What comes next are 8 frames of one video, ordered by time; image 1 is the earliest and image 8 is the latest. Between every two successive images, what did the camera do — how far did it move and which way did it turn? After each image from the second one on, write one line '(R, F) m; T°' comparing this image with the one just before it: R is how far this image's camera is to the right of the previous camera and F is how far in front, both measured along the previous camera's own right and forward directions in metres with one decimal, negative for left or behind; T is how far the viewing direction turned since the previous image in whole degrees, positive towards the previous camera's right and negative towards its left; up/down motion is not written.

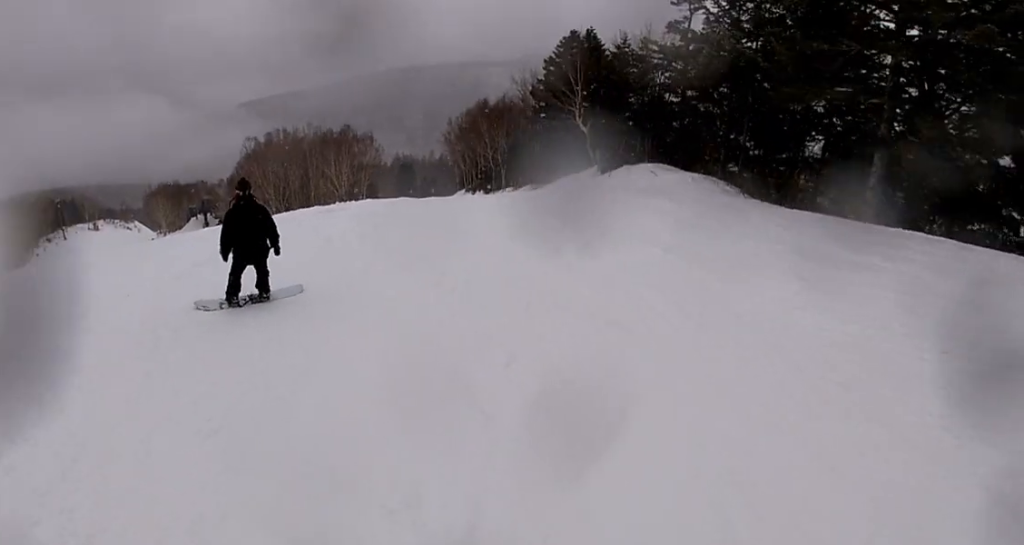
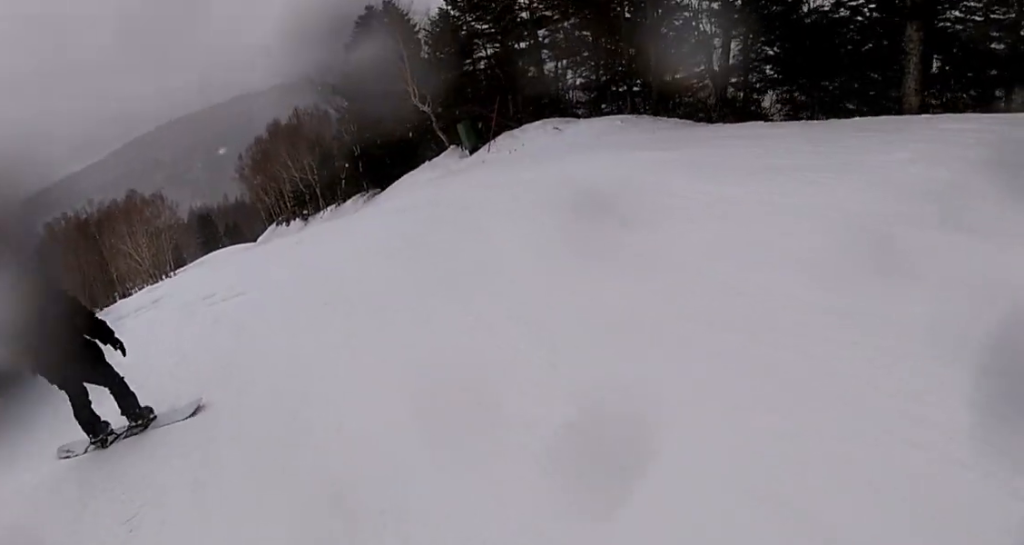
(-0.8, +6.2) m; -2°
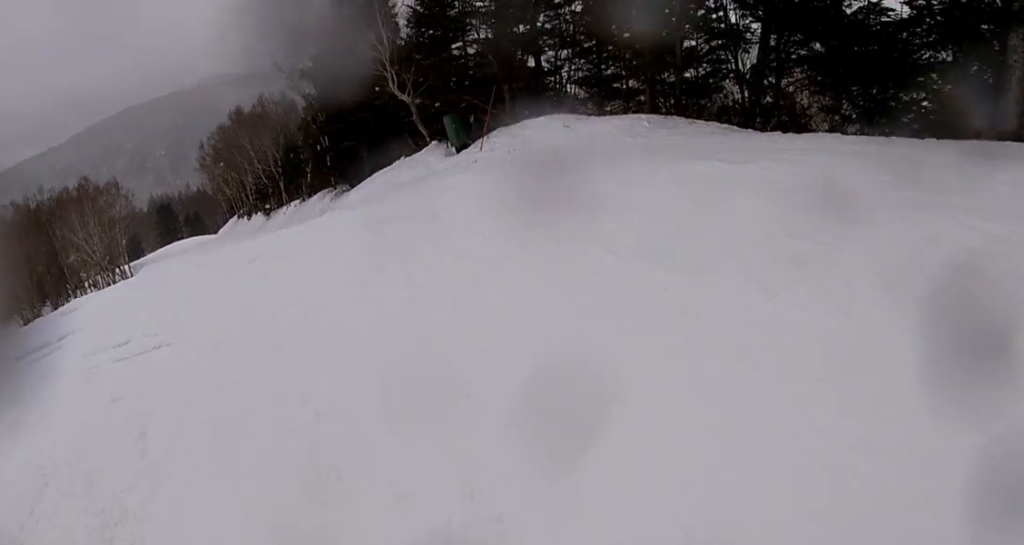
(+0.1, +2.6) m; +3°
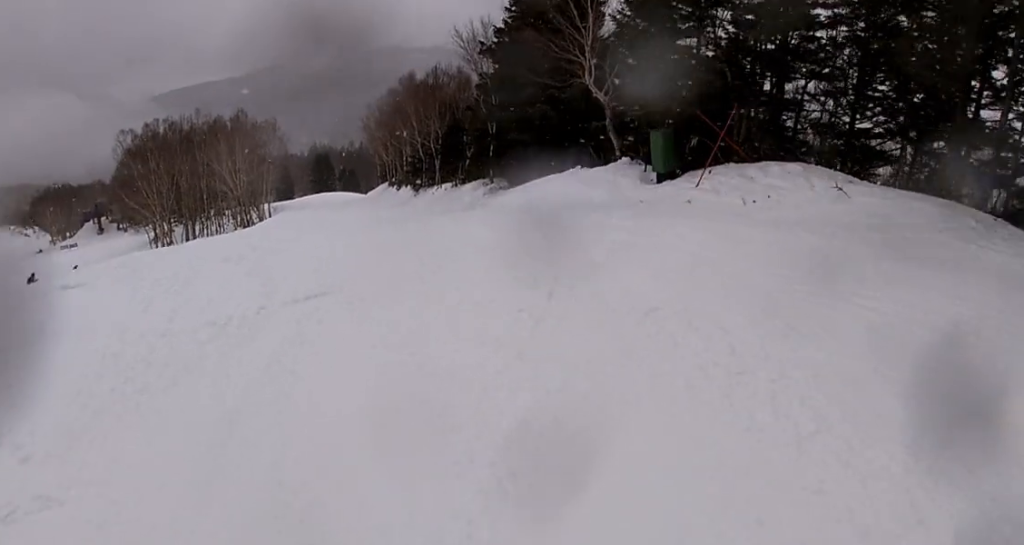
(+0.2, +4.2) m; +2°
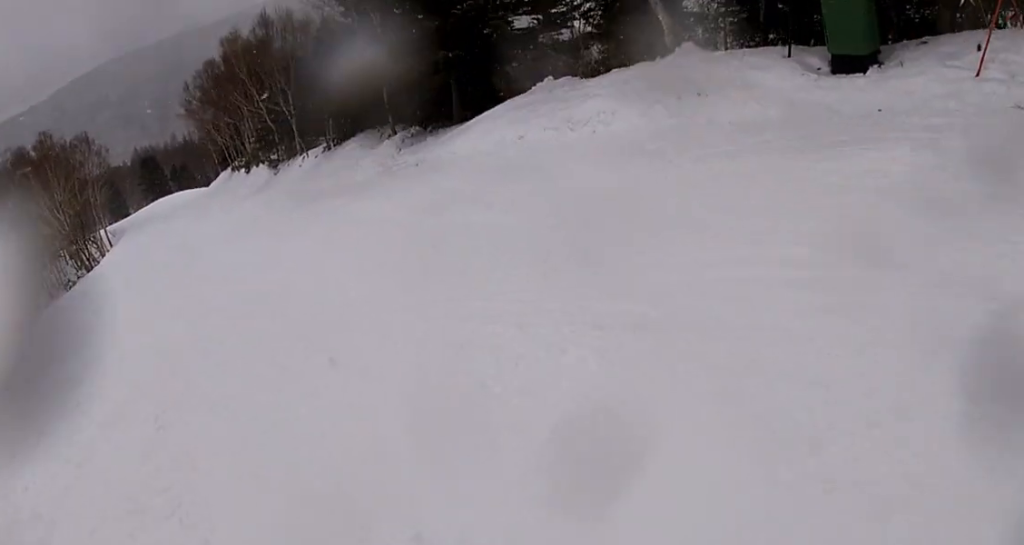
(-0.2, +7.8) m; -11°
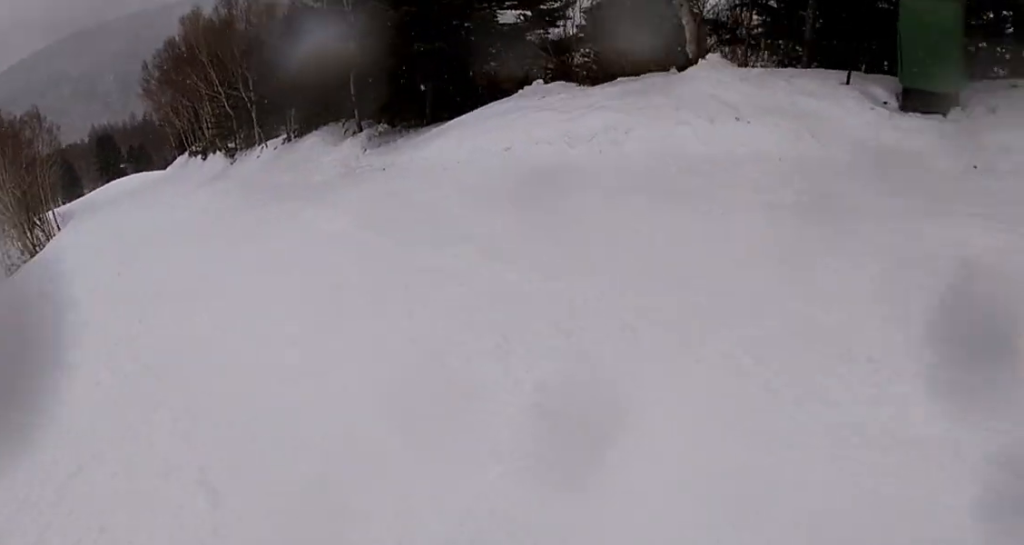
(-0.3, +2.1) m; 0°
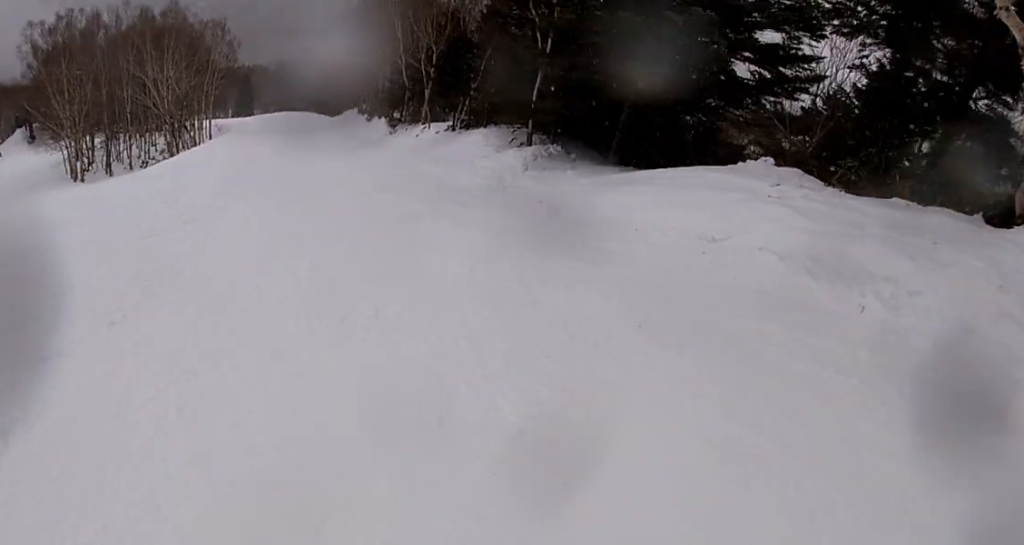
(-0.4, +3.4) m; 0°
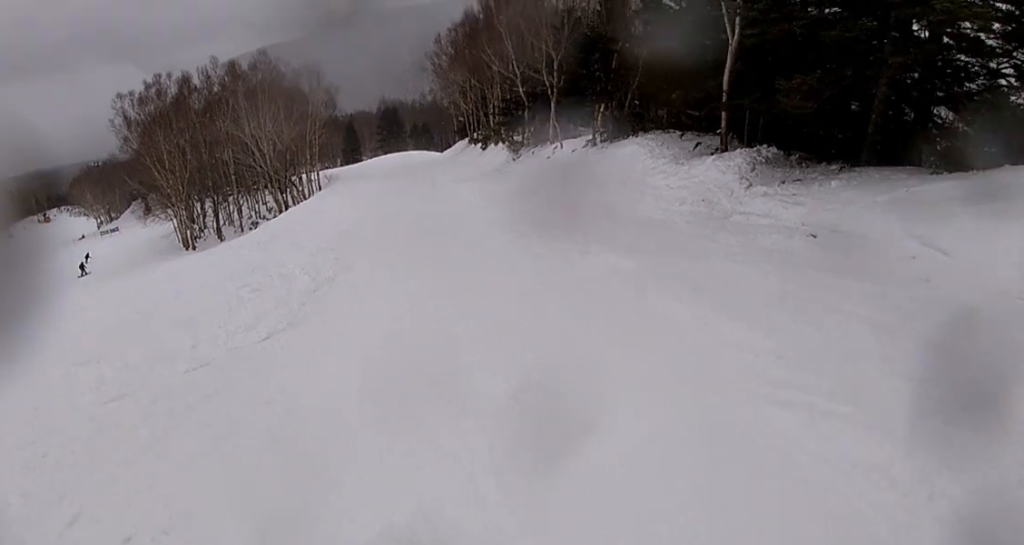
(+0.6, +4.7) m; +3°
